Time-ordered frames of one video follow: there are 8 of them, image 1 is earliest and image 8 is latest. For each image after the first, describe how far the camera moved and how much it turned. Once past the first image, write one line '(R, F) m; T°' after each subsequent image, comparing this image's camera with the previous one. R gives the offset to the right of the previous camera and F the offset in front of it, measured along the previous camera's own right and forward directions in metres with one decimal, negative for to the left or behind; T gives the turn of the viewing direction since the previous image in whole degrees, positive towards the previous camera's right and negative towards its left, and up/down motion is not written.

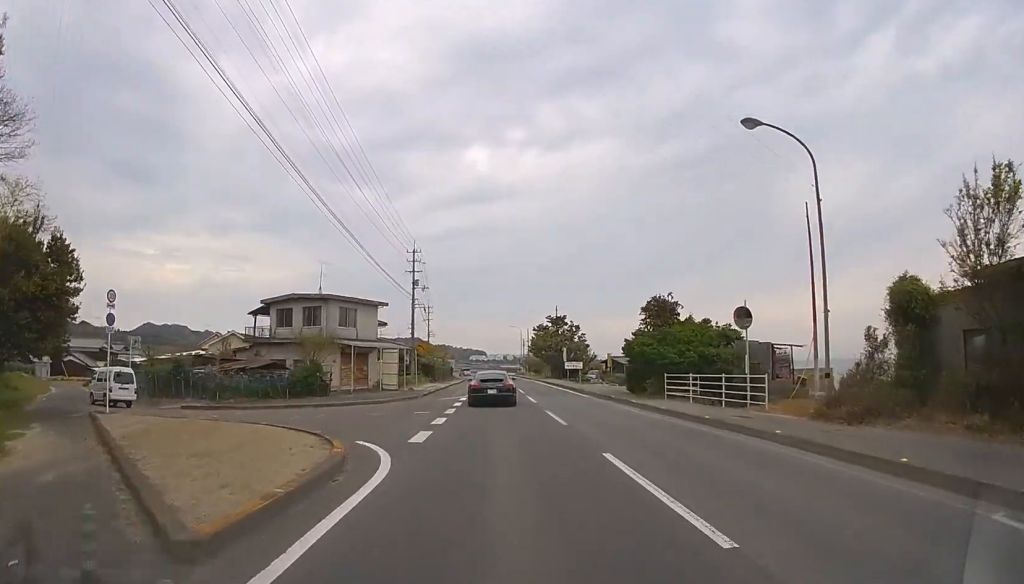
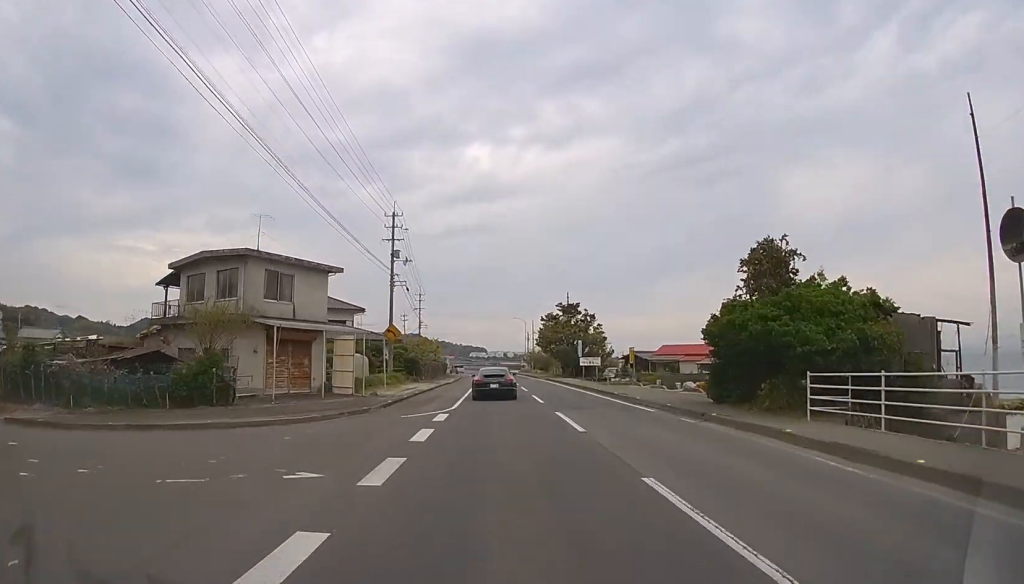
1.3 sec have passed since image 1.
(0.0, +10.4) m; 0°
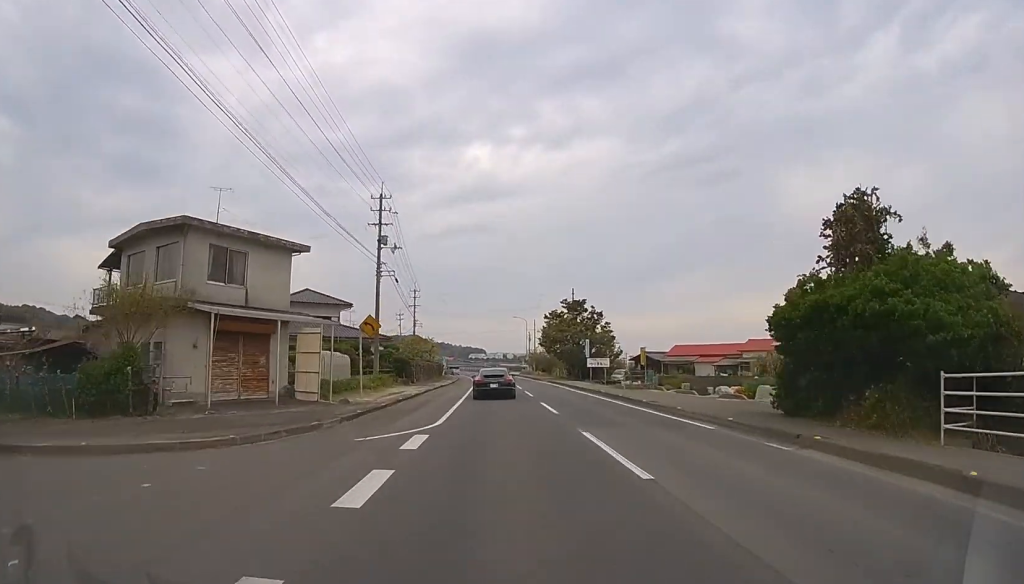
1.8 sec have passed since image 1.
(0.0, +3.9) m; 0°
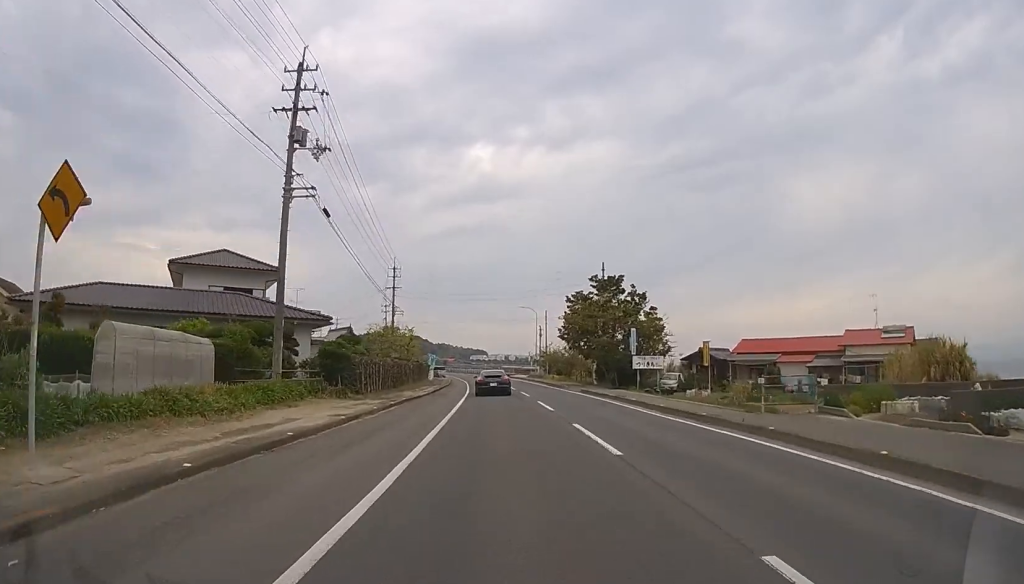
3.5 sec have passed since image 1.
(0.0, +14.9) m; 0°
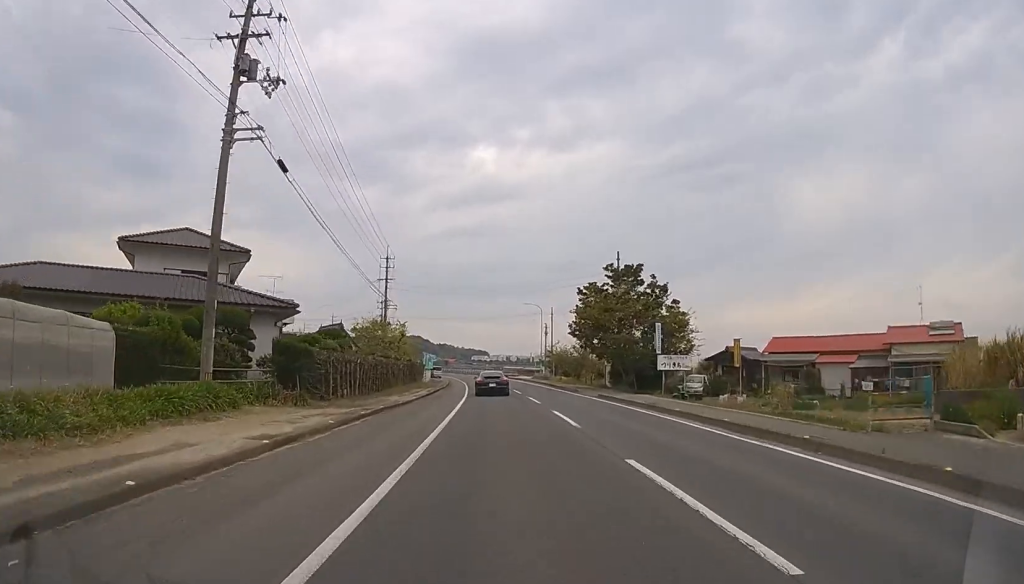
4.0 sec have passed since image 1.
(0.0, +4.8) m; 0°
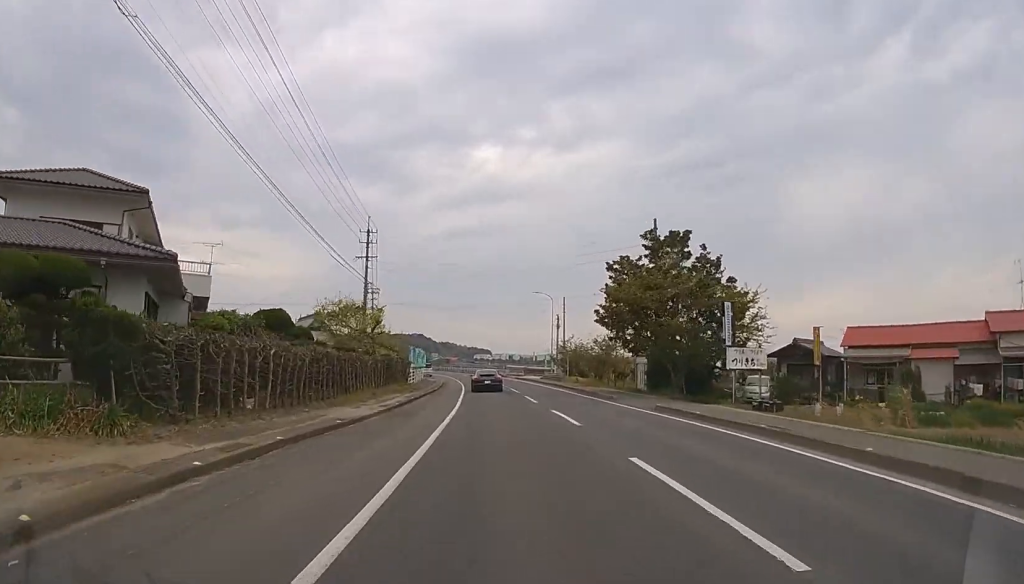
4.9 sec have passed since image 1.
(0.0, +9.2) m; -1°
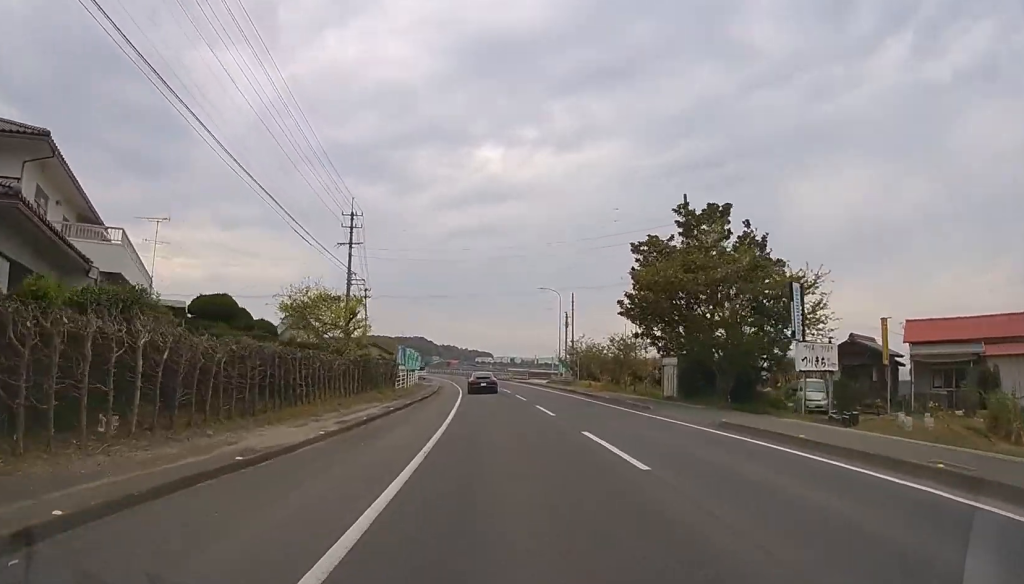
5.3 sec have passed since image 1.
(-0.1, +6.0) m; 0°
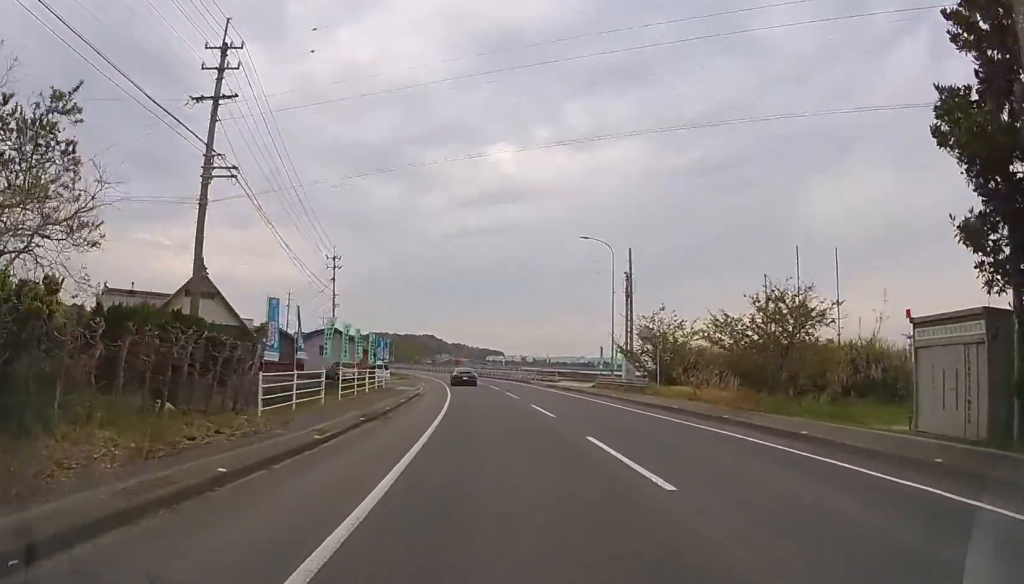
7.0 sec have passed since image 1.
(-0.2, +24.4) m; 0°
